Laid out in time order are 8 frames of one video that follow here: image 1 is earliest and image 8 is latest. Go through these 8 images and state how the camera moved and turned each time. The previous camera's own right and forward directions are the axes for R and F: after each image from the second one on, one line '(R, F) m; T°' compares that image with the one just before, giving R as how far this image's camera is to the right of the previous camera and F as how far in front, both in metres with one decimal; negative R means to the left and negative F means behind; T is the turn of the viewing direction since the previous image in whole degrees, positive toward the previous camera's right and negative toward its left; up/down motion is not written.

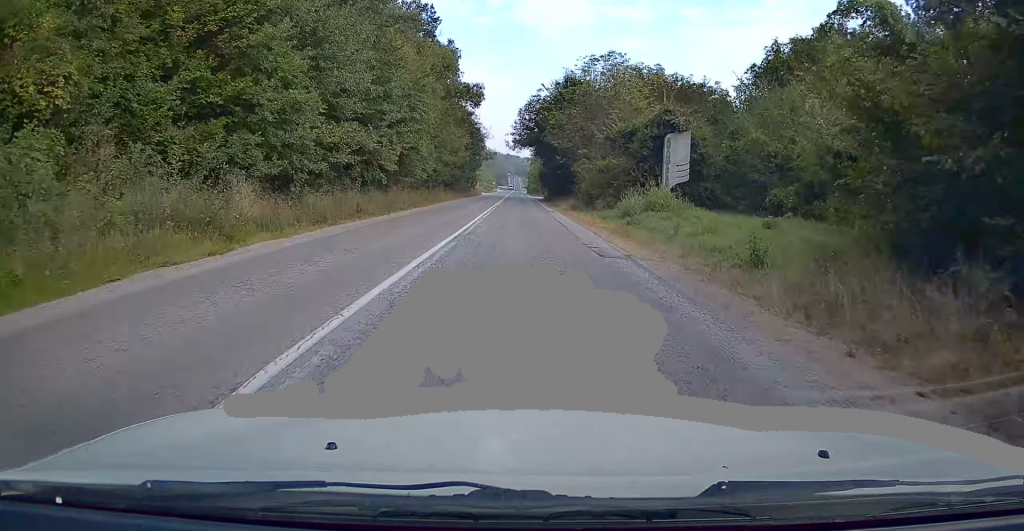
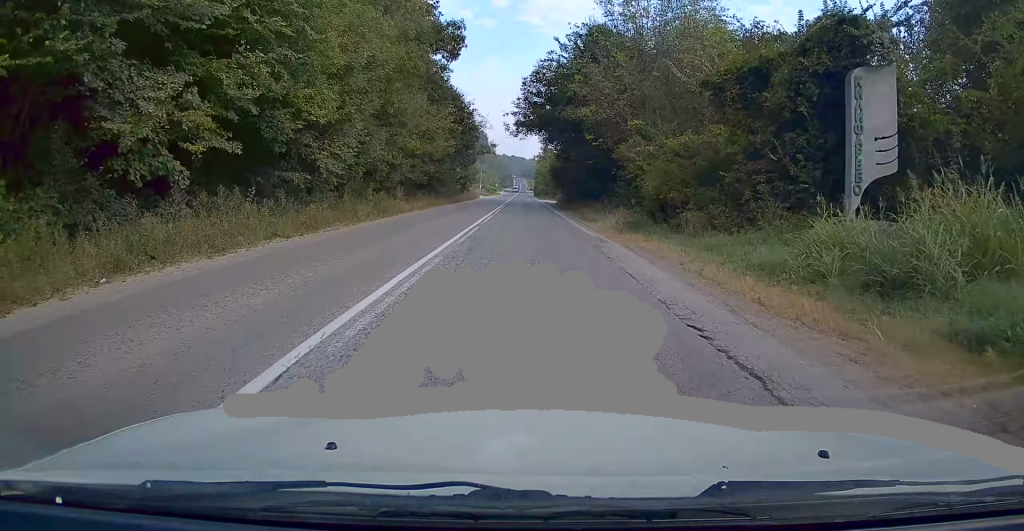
(-0.6, +20.8) m; -2°
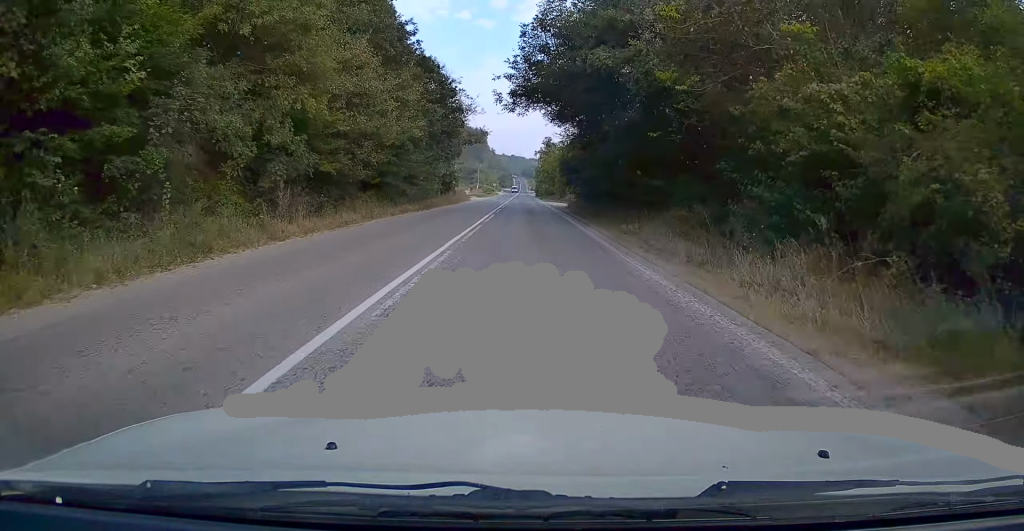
(0.0, +16.4) m; -1°
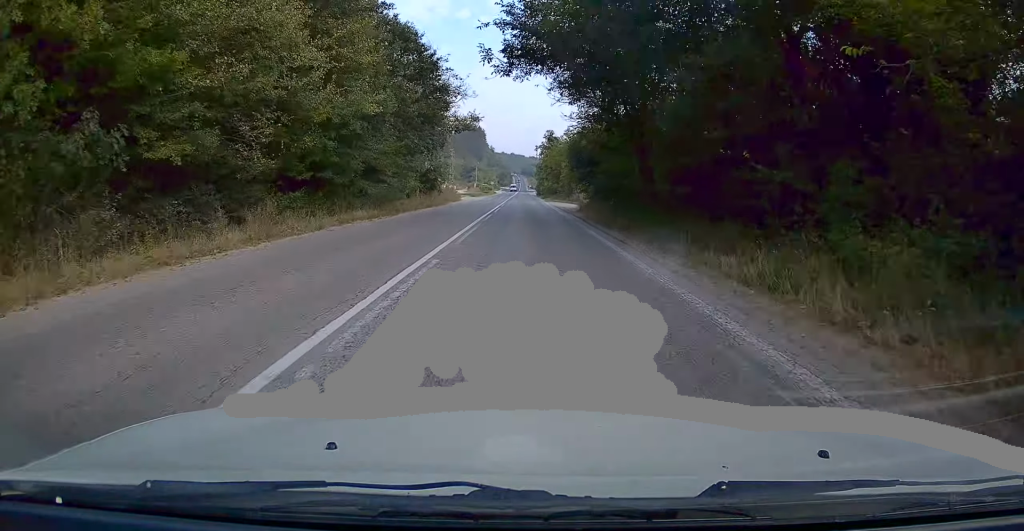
(-0.1, +10.7) m; 0°
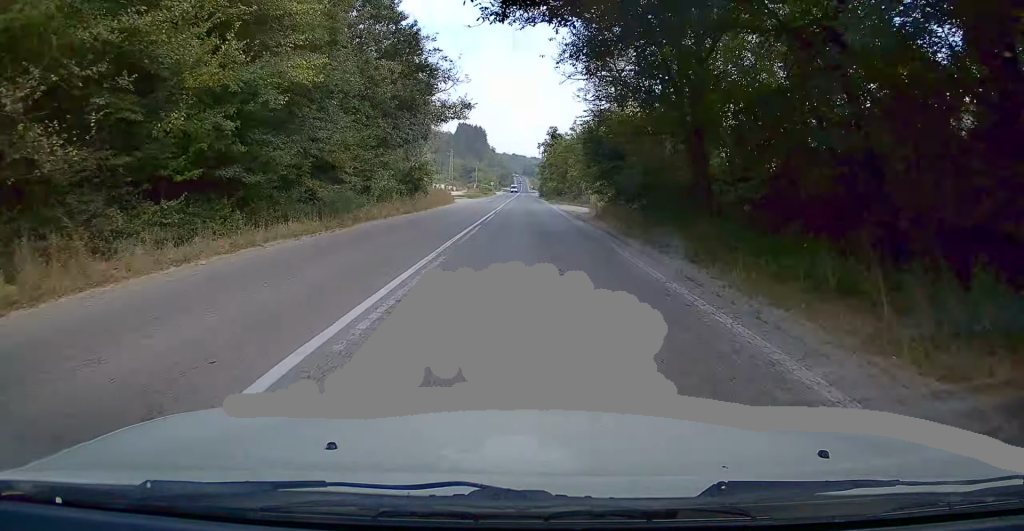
(-0.1, +8.2) m; 0°
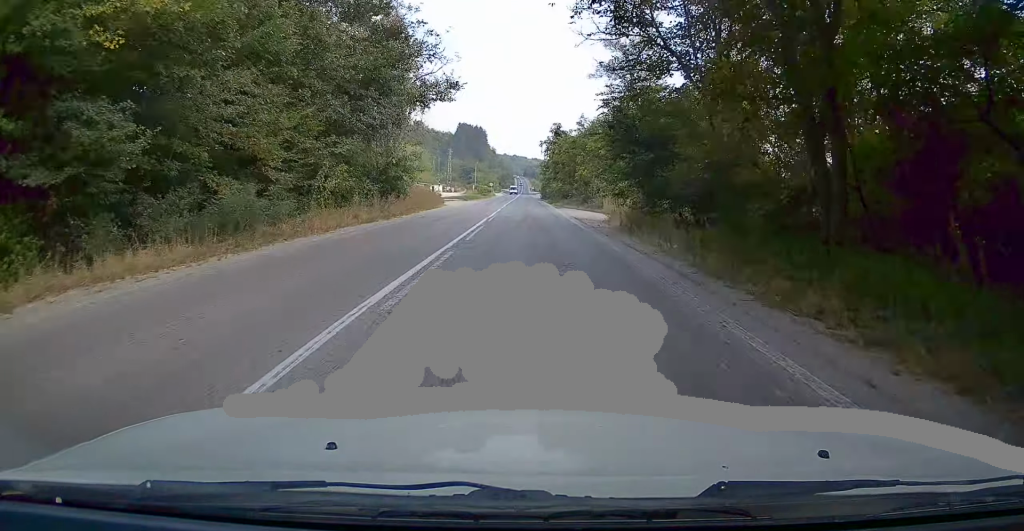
(+0.1, +8.1) m; 0°
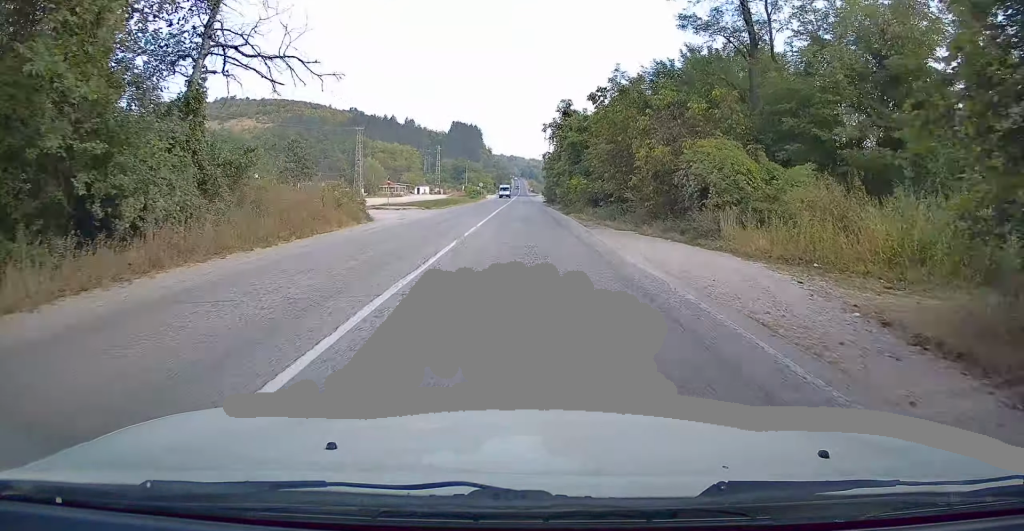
(+0.3, +26.5) m; -1°
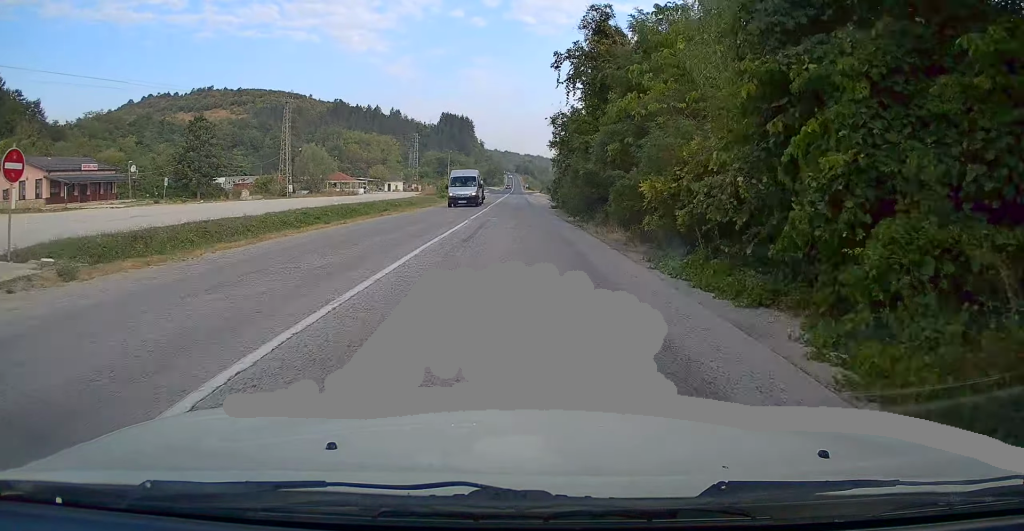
(-0.2, +36.5) m; +1°
